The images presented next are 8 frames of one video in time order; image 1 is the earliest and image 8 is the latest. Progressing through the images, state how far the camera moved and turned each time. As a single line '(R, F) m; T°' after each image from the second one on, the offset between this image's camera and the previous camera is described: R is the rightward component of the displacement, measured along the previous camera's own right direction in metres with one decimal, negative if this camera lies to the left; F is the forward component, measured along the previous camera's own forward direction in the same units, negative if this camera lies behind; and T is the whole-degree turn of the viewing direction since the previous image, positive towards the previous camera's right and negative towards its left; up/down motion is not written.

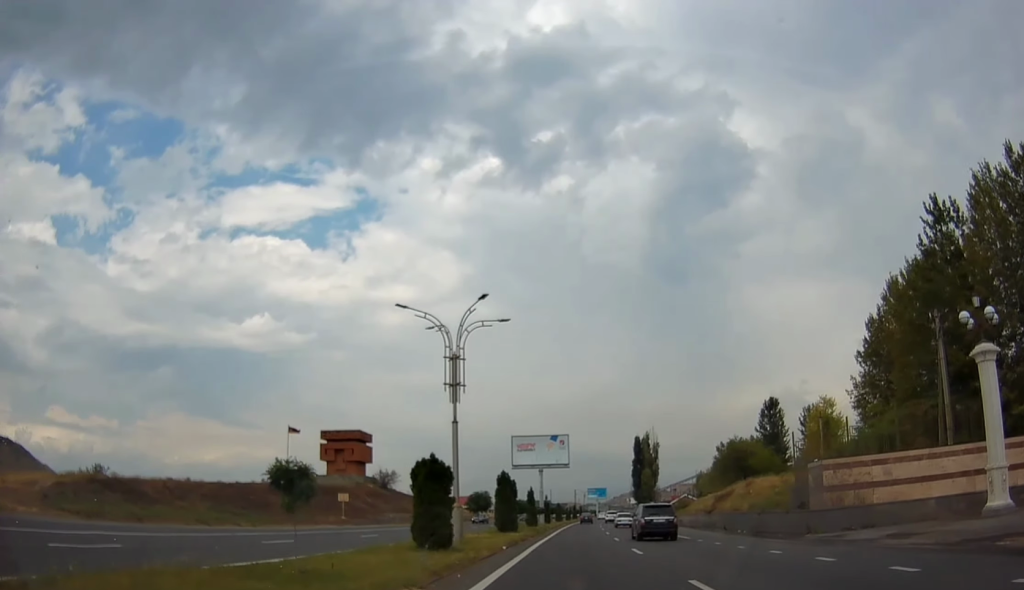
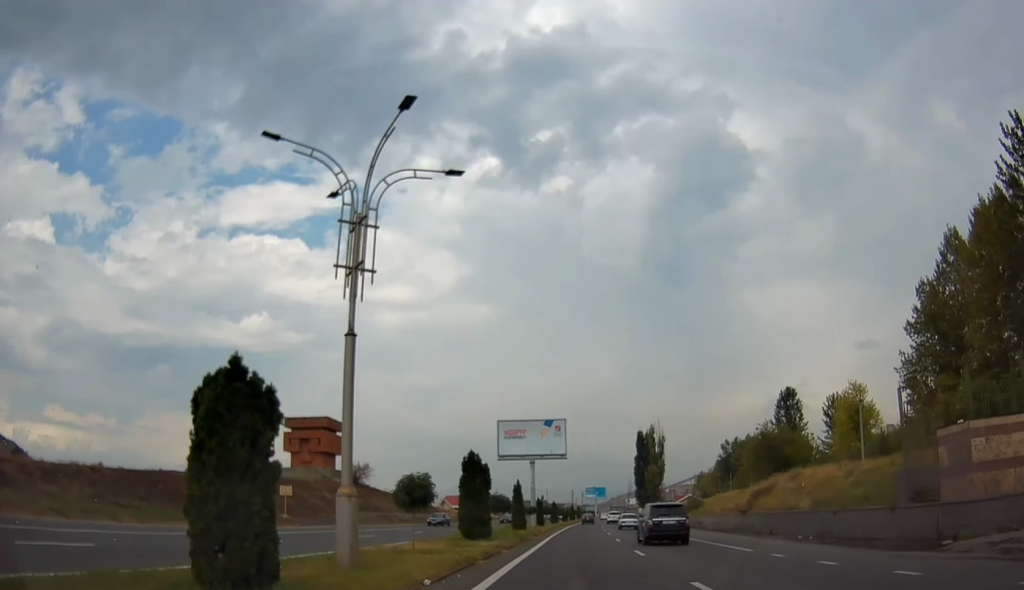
(+0.6, +12.2) m; -1°
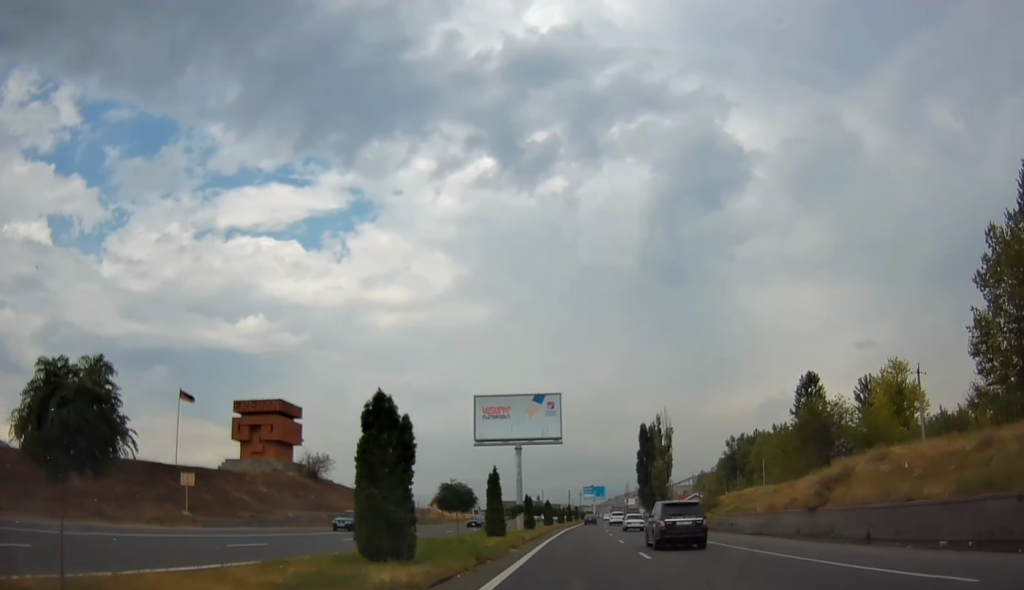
(-0.1, +13.3) m; 0°
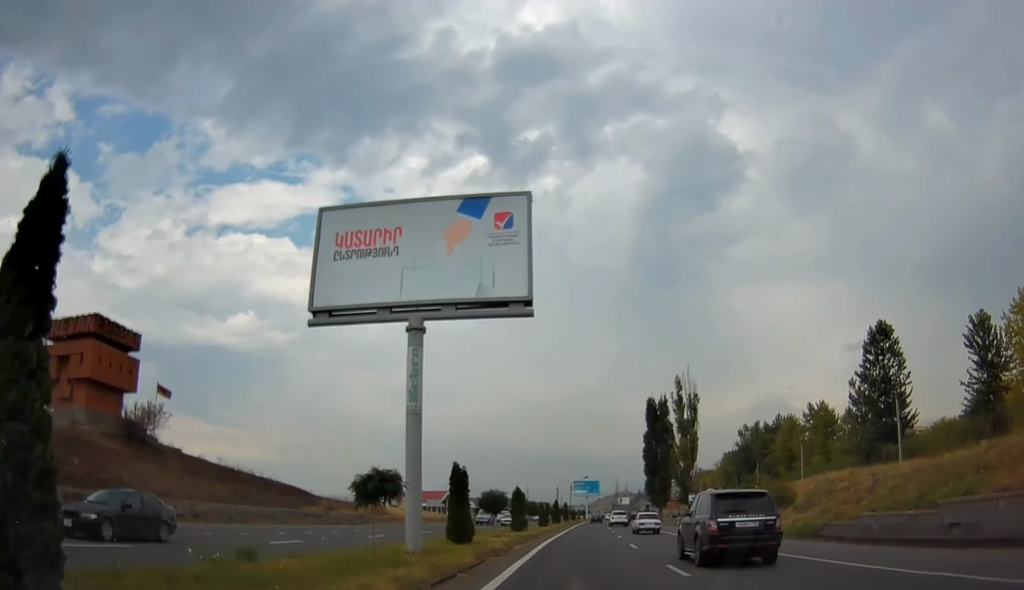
(+0.2, +30.5) m; +2°
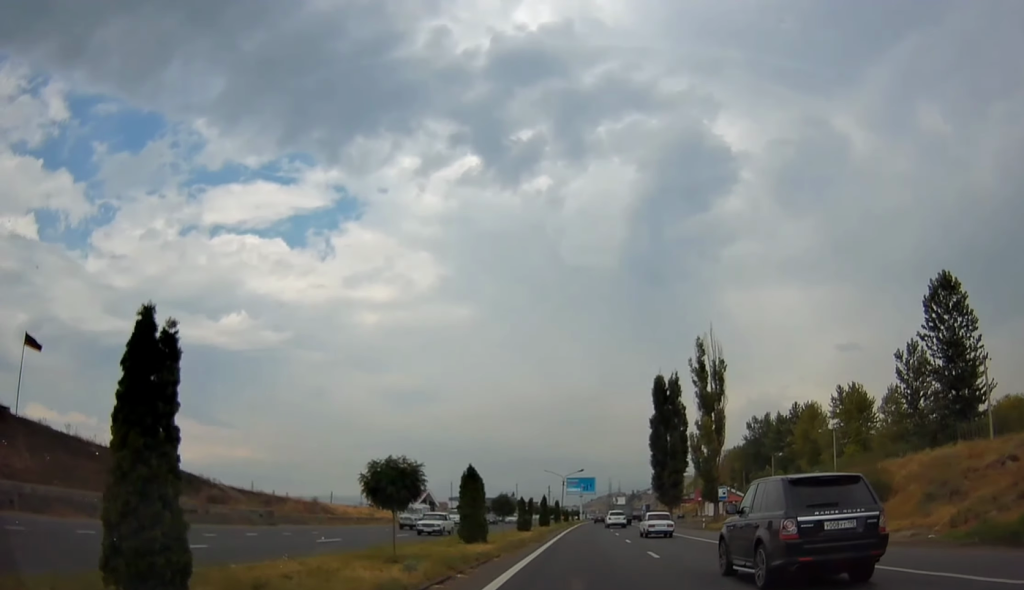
(0.0, +18.0) m; 0°
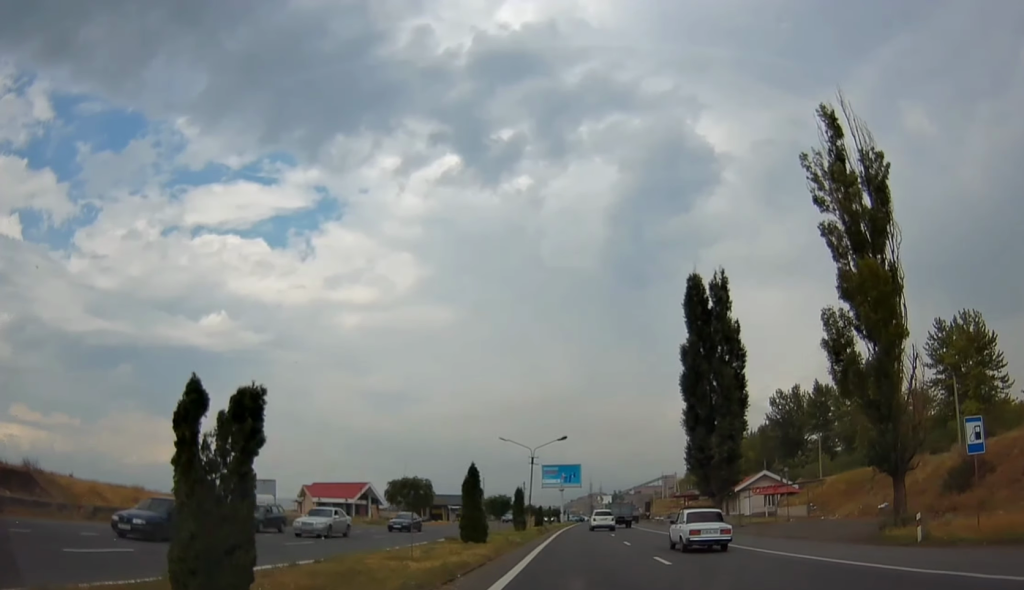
(+0.2, +38.7) m; +2°
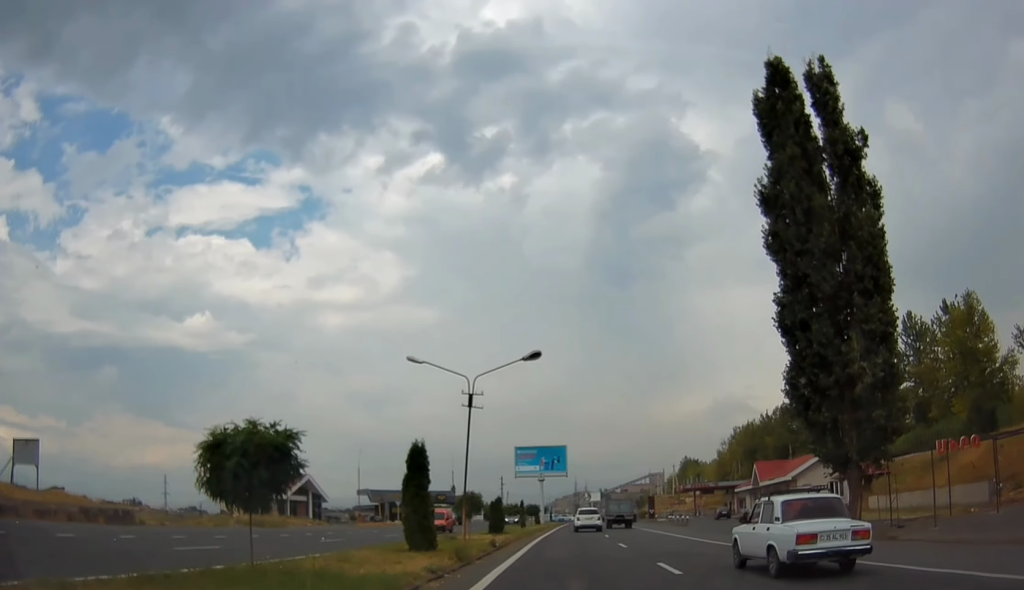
(+0.5, +27.7) m; 0°
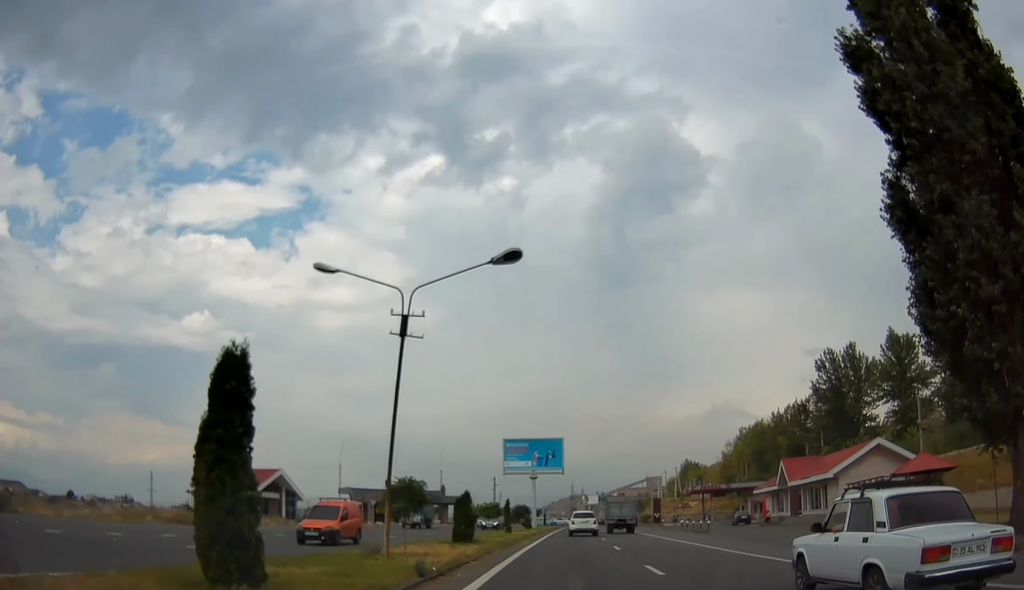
(-0.1, +10.8) m; 0°
